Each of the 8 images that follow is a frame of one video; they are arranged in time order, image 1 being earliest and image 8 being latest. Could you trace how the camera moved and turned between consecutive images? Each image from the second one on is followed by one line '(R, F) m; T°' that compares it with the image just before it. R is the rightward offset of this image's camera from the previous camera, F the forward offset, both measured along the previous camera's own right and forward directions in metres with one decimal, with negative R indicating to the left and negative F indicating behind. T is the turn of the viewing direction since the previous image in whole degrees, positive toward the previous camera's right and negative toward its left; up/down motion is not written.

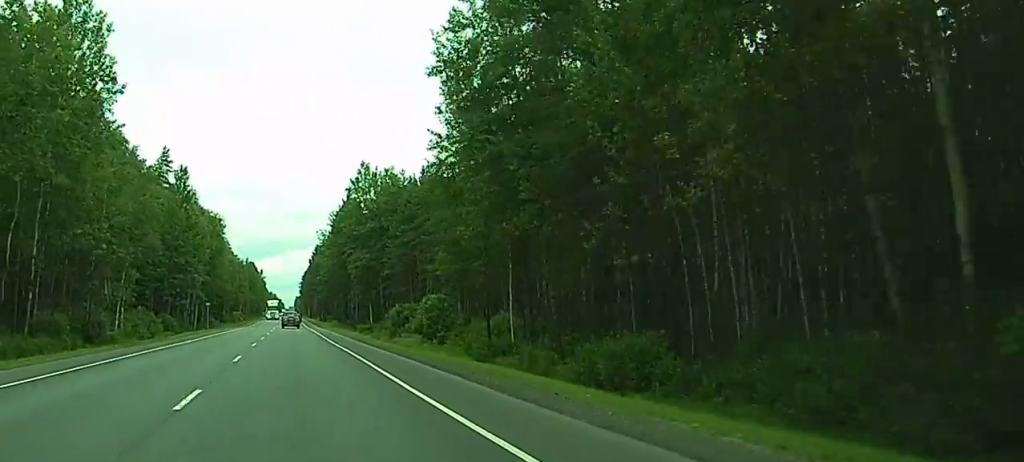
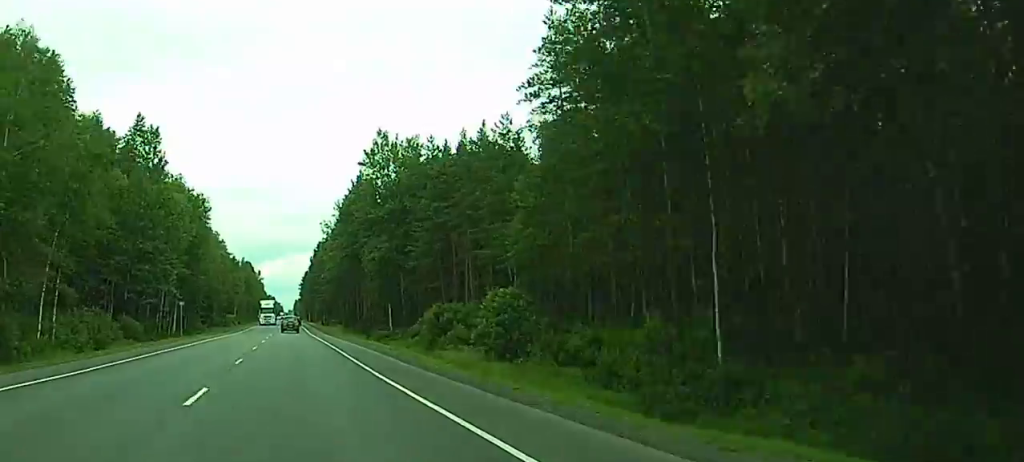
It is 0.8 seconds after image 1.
(-0.1, +22.9) m; 0°
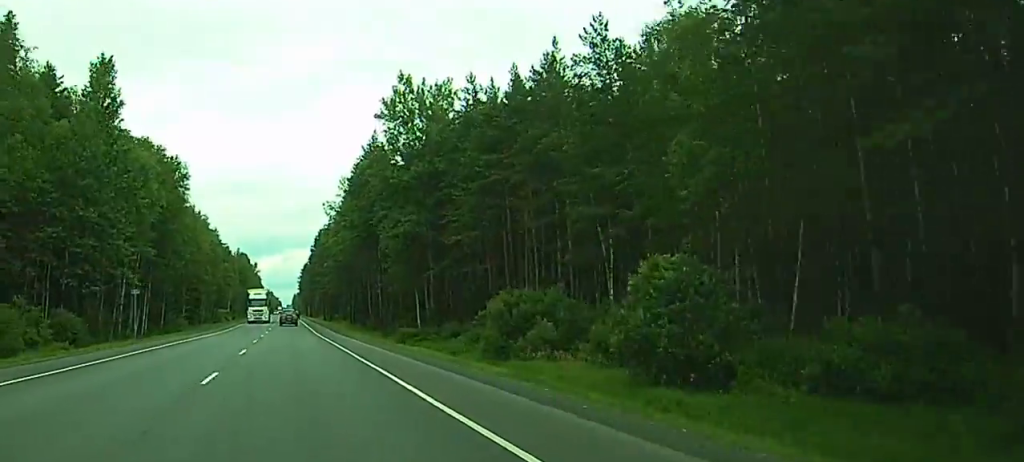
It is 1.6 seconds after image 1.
(0.0, +21.0) m; 0°
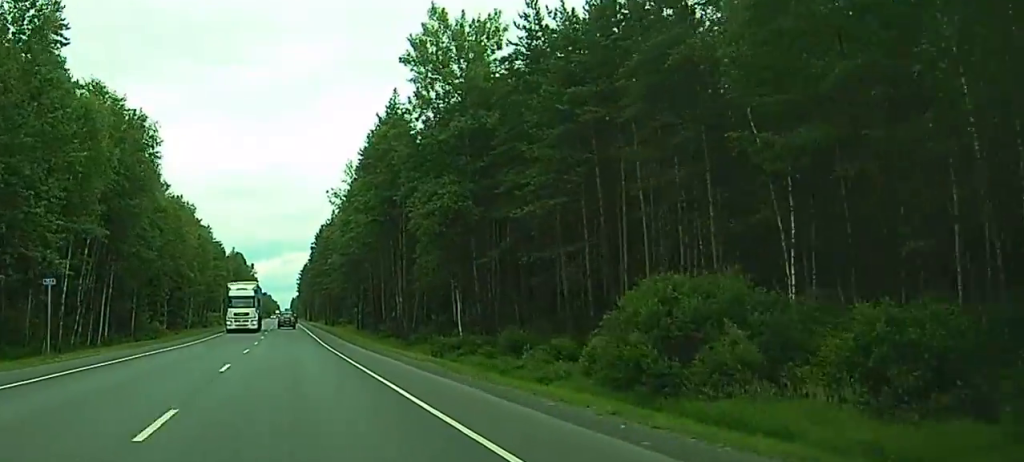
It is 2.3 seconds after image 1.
(0.0, +18.3) m; 0°
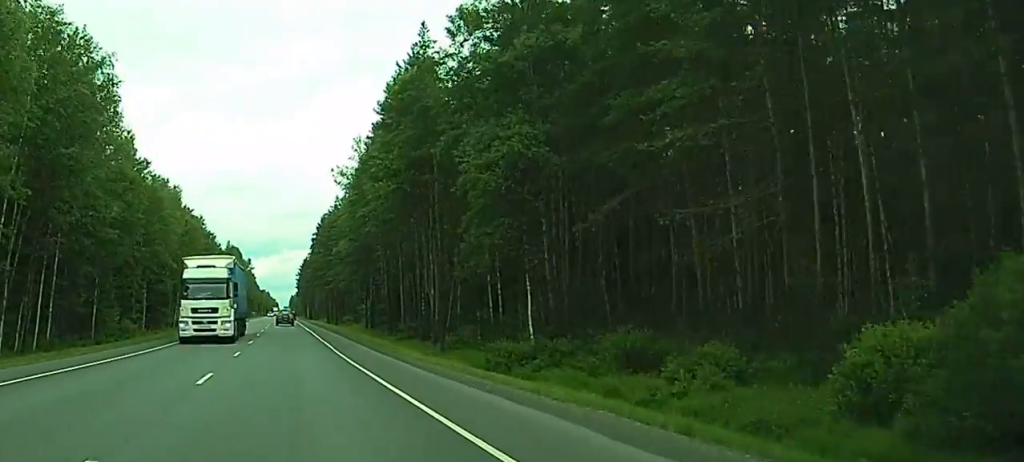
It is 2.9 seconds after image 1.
(0.0, +16.4) m; 0°
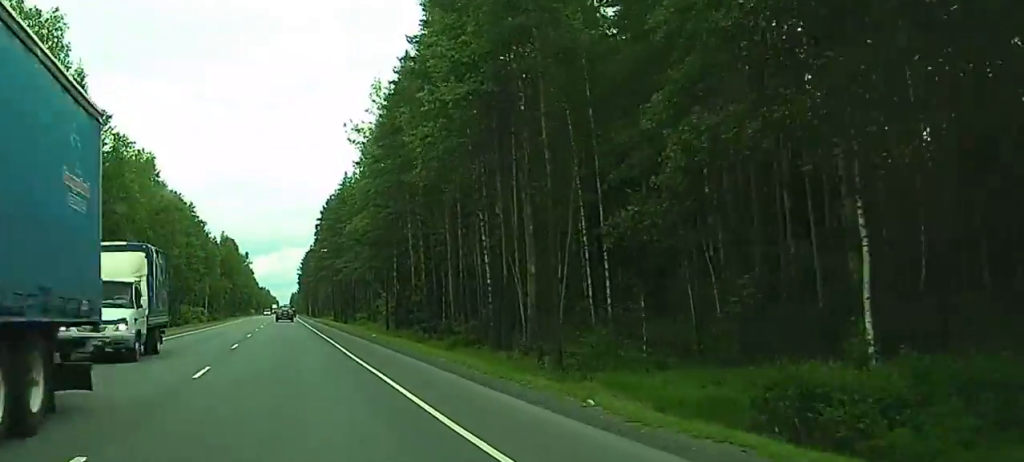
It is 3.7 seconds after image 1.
(-0.2, +23.8) m; 0°
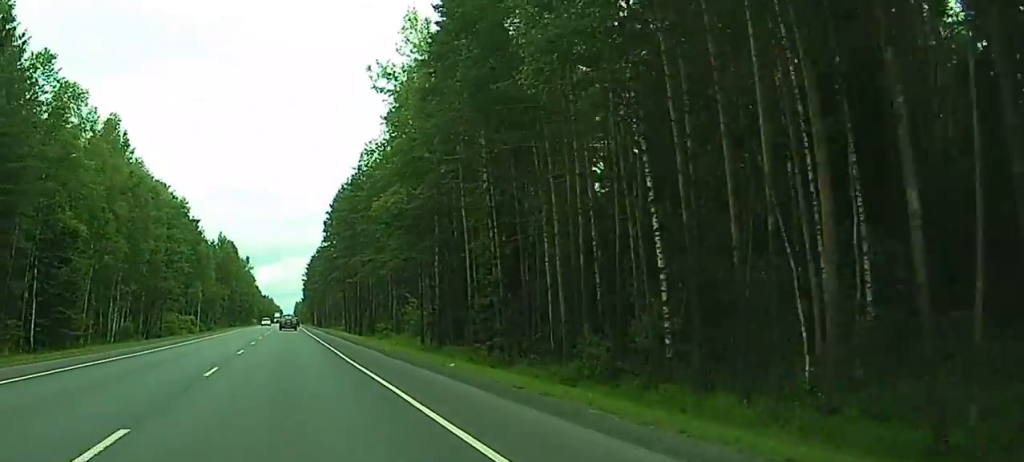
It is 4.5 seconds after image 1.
(+0.2, +22.2) m; 0°
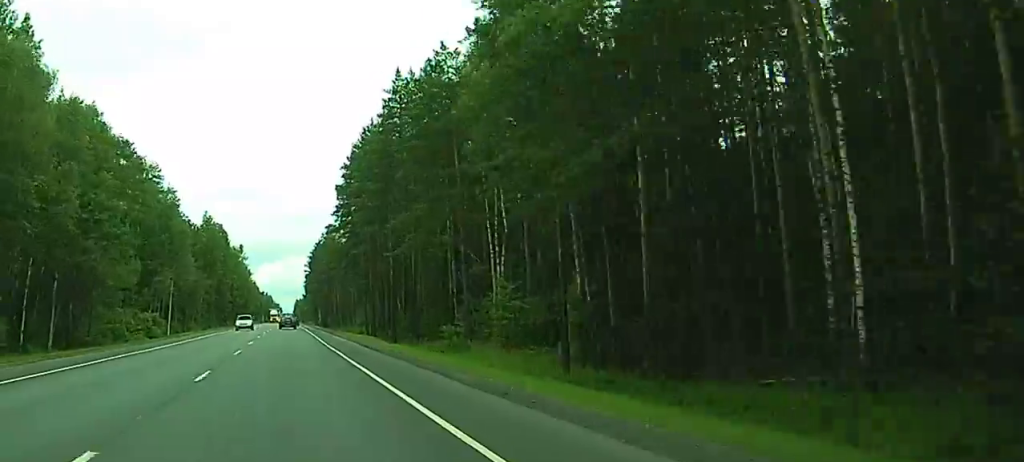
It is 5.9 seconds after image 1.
(-0.5, +38.0) m; 0°
